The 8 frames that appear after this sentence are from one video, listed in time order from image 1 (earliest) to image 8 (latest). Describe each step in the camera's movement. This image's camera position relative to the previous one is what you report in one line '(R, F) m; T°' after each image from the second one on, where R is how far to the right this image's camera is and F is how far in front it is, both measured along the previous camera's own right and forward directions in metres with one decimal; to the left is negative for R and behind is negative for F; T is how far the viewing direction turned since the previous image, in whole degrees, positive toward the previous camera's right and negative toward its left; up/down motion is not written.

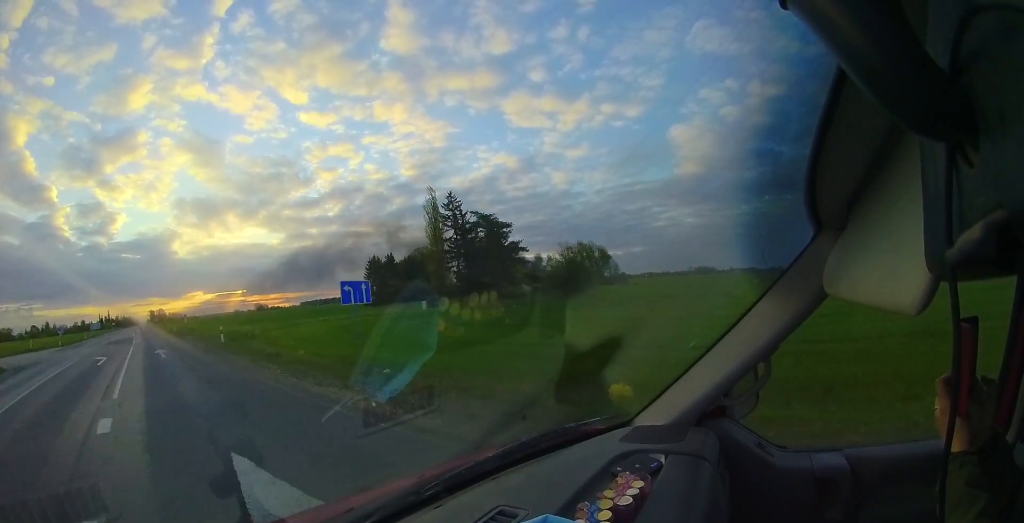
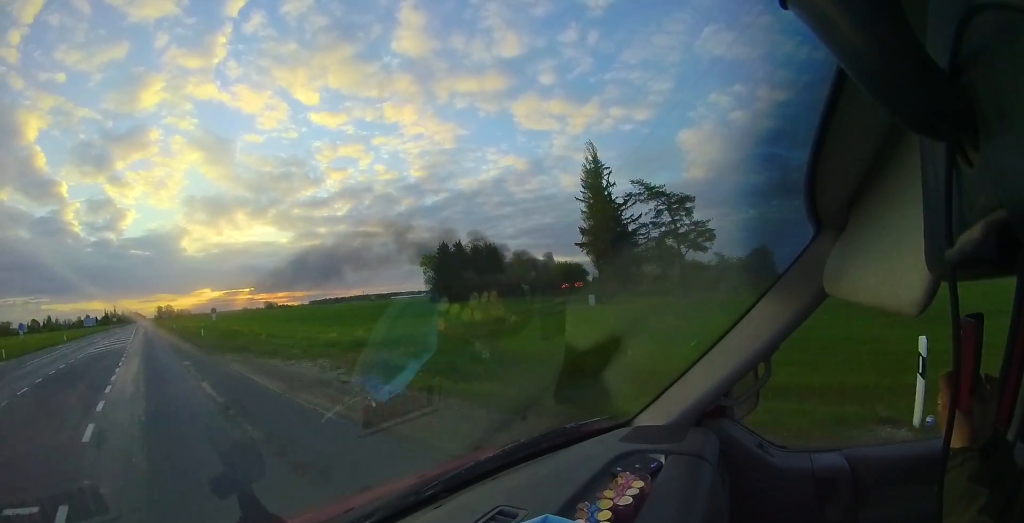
(-0.3, +24.9) m; -1°
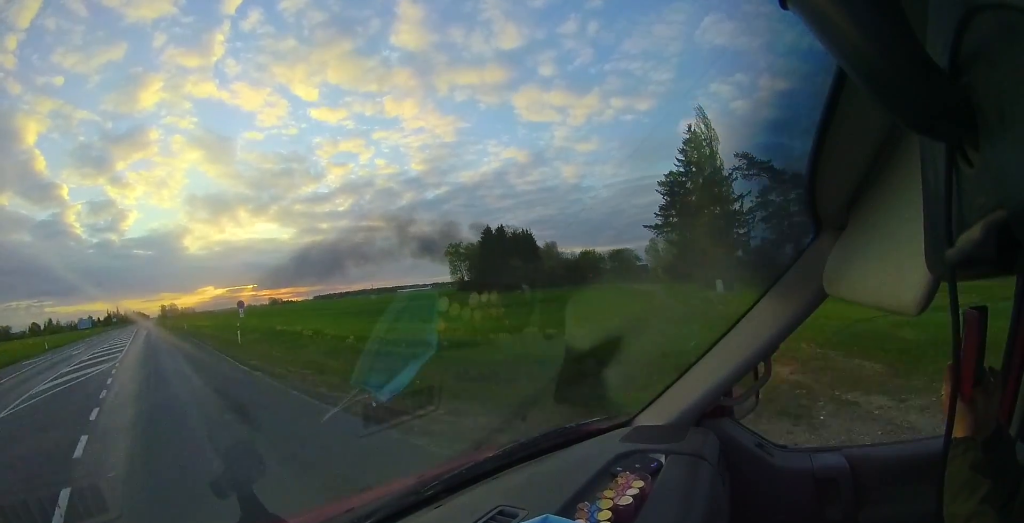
(0.0, +13.1) m; -1°
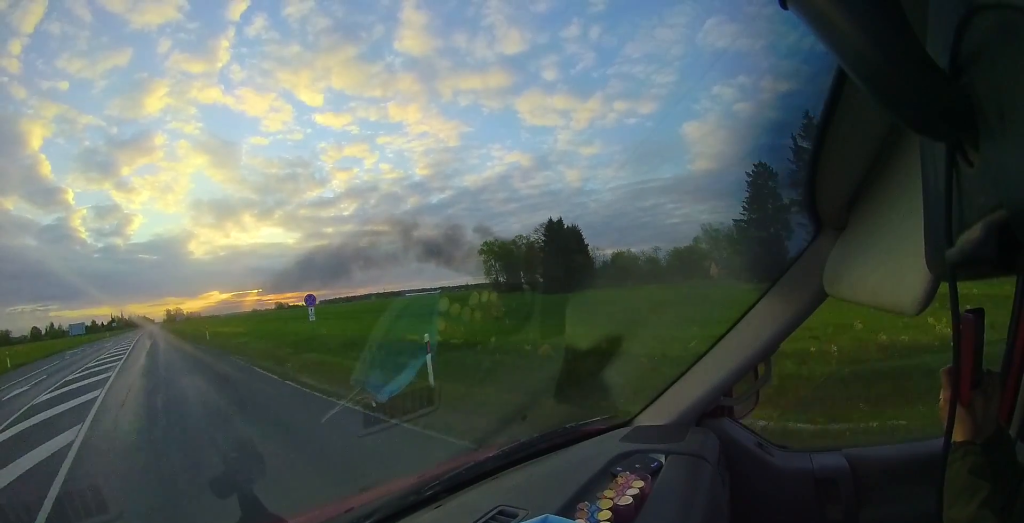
(-0.3, +14.4) m; +1°
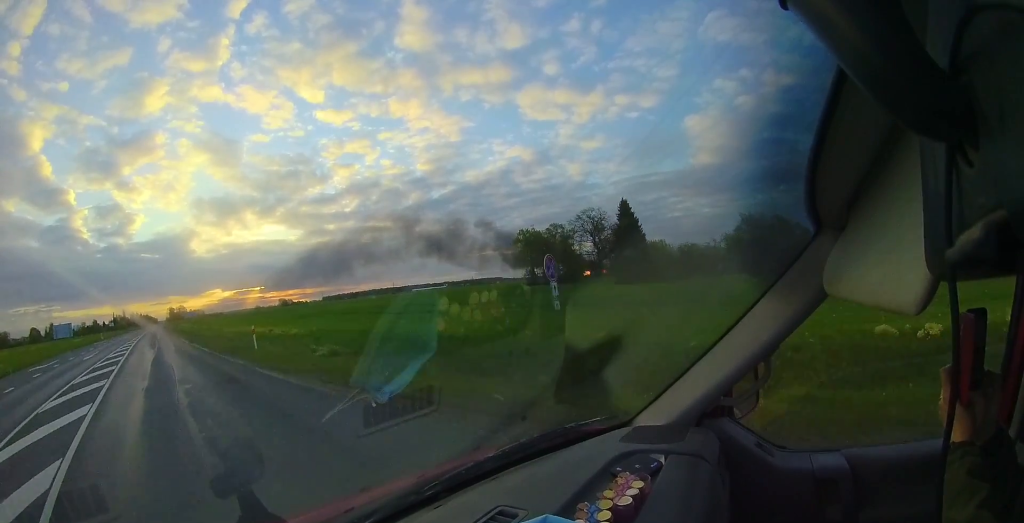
(+0.5, +13.9) m; 0°
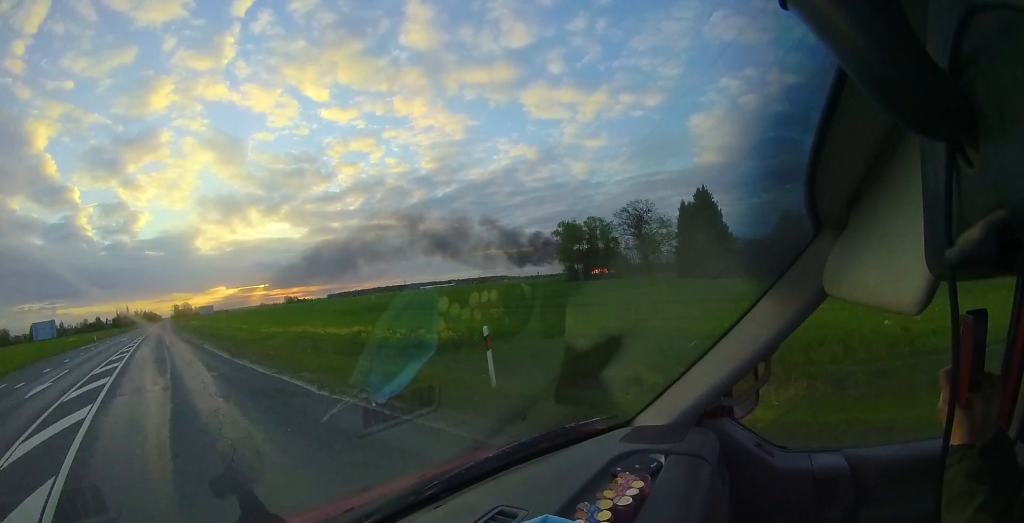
(-0.5, +12.7) m; -2°
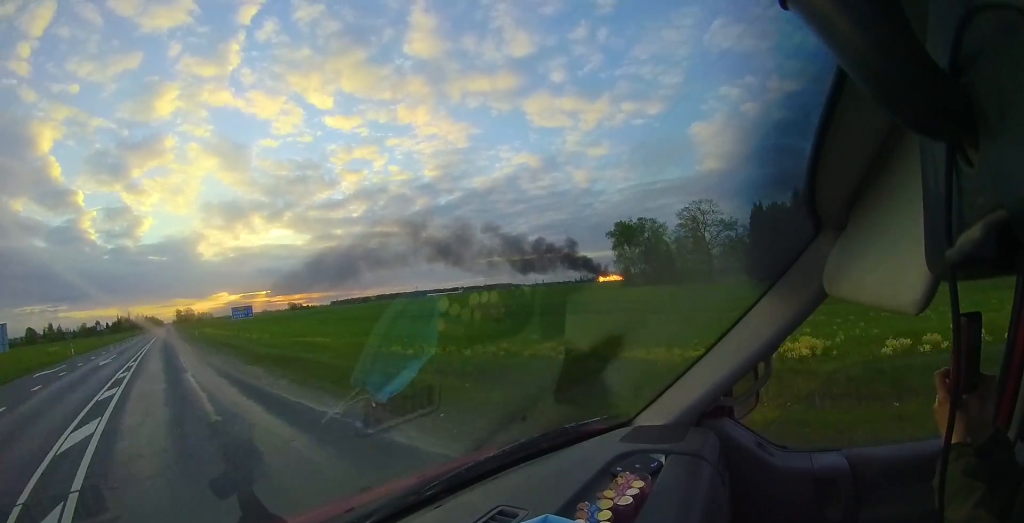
(-0.1, +16.5) m; -1°
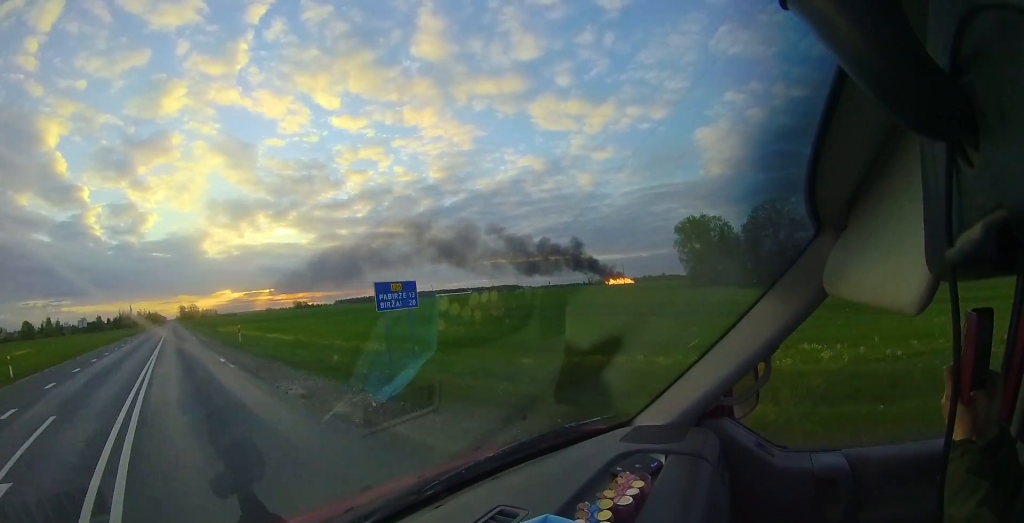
(-0.2, +18.5) m; 0°
